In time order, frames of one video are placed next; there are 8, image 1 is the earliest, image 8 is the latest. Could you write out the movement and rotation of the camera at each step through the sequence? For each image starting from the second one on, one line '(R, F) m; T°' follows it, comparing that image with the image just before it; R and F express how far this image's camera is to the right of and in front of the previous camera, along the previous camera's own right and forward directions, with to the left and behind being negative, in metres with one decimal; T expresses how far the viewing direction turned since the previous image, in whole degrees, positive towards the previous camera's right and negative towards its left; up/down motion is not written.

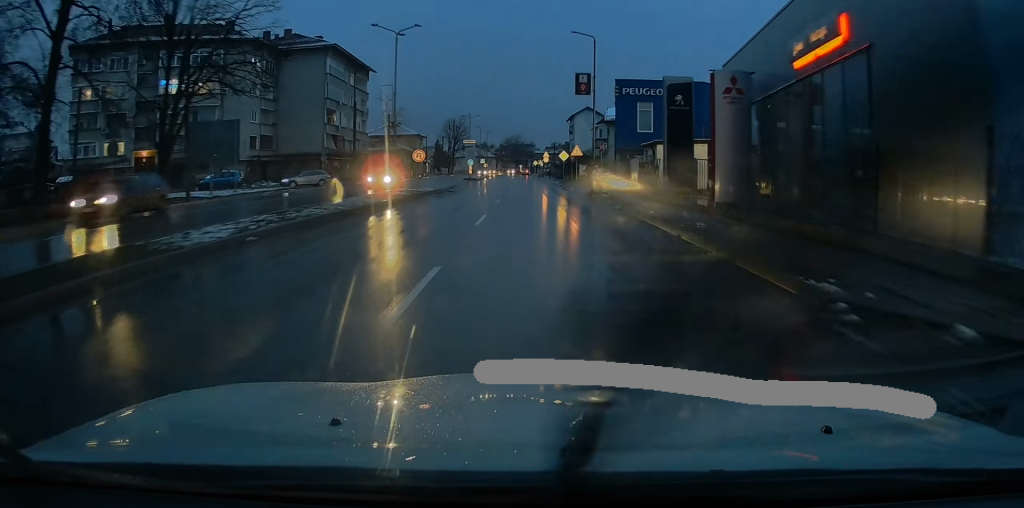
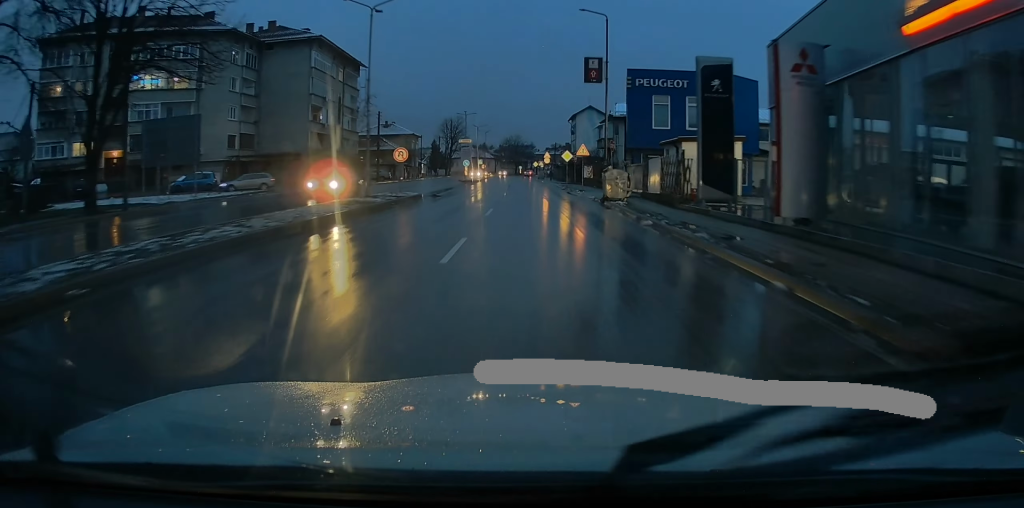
(0.0, +5.6) m; 0°
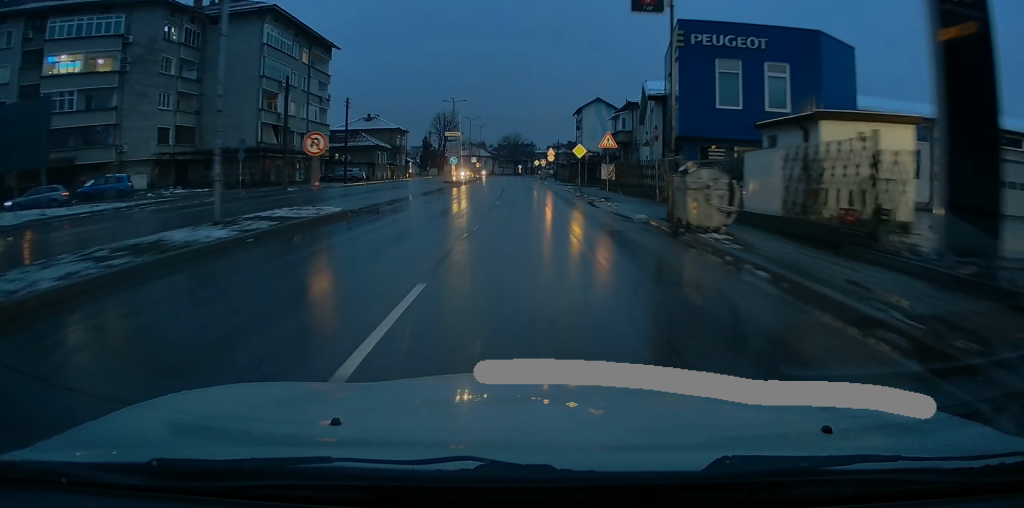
(0.0, +13.7) m; -1°
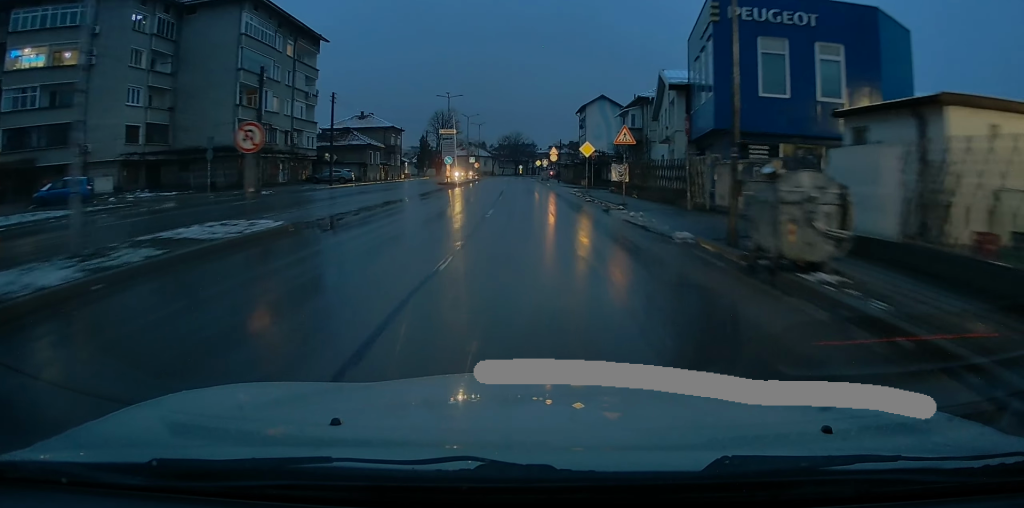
(+0.1, +4.9) m; -1°
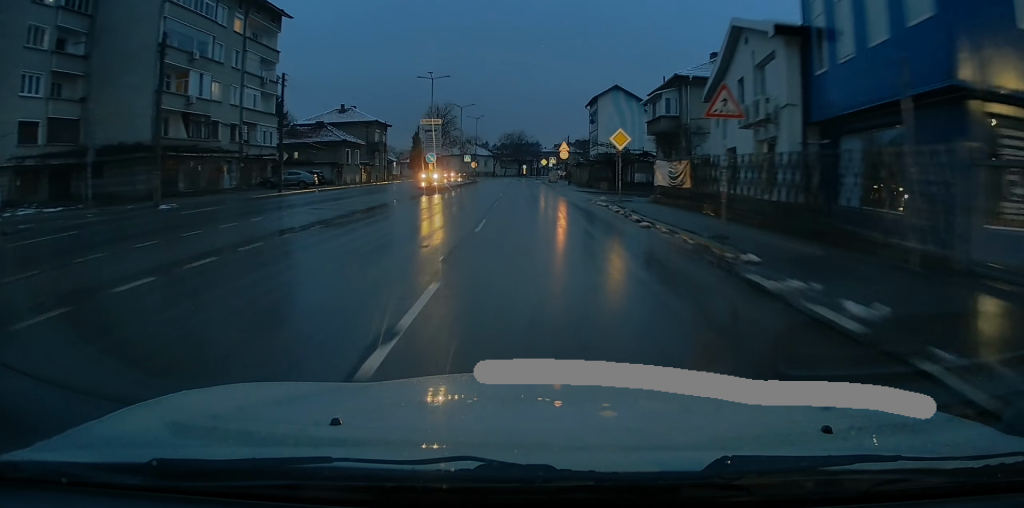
(-0.2, +12.6) m; 0°
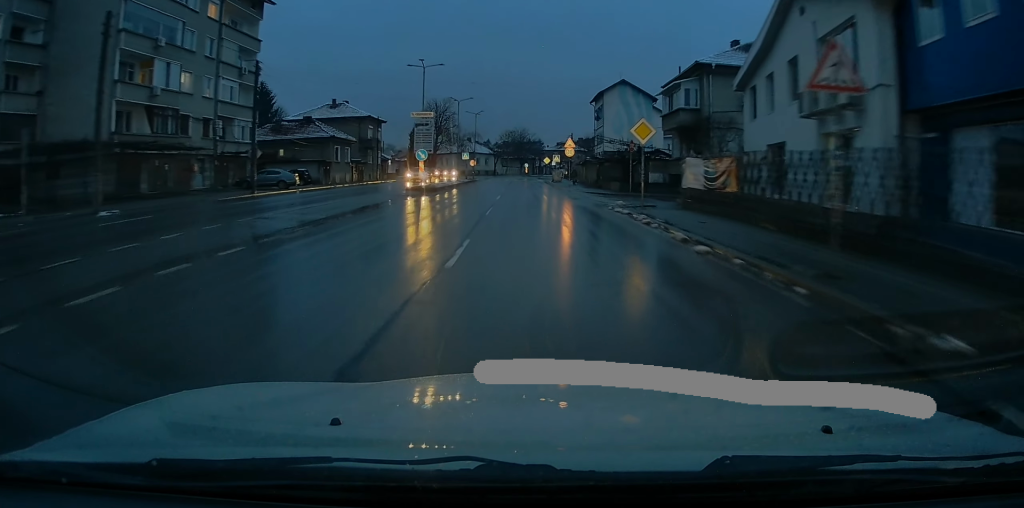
(+0.1, +4.9) m; 0°
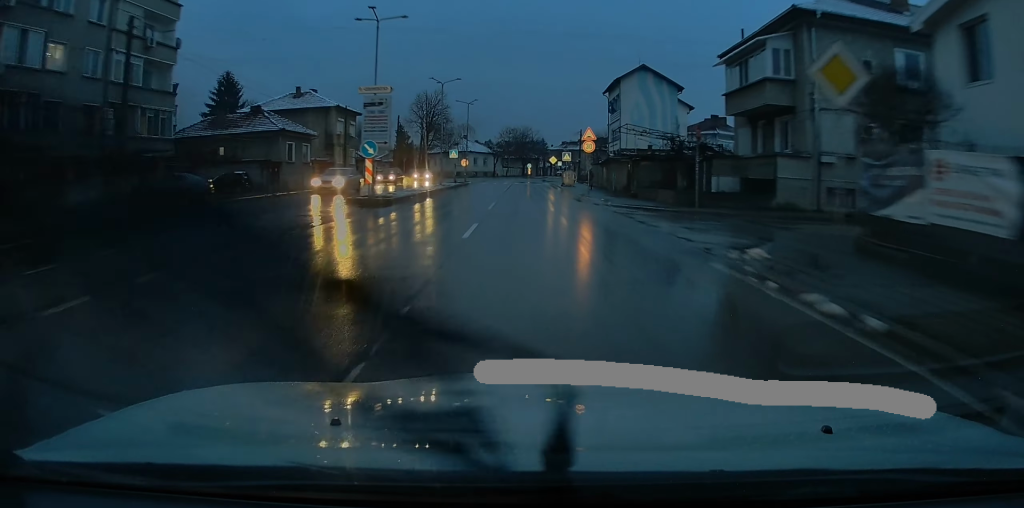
(-0.1, +14.2) m; 0°
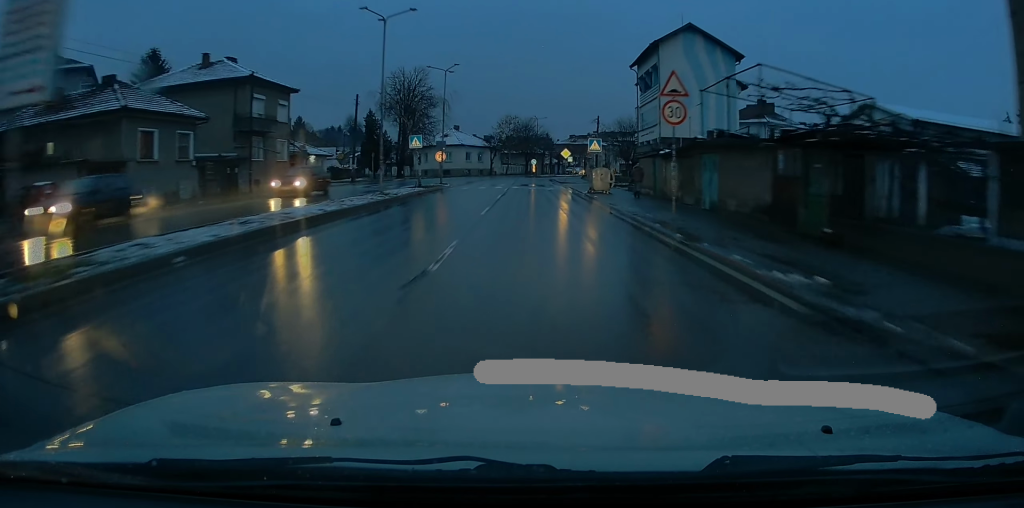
(0.0, +21.2) m; 0°
